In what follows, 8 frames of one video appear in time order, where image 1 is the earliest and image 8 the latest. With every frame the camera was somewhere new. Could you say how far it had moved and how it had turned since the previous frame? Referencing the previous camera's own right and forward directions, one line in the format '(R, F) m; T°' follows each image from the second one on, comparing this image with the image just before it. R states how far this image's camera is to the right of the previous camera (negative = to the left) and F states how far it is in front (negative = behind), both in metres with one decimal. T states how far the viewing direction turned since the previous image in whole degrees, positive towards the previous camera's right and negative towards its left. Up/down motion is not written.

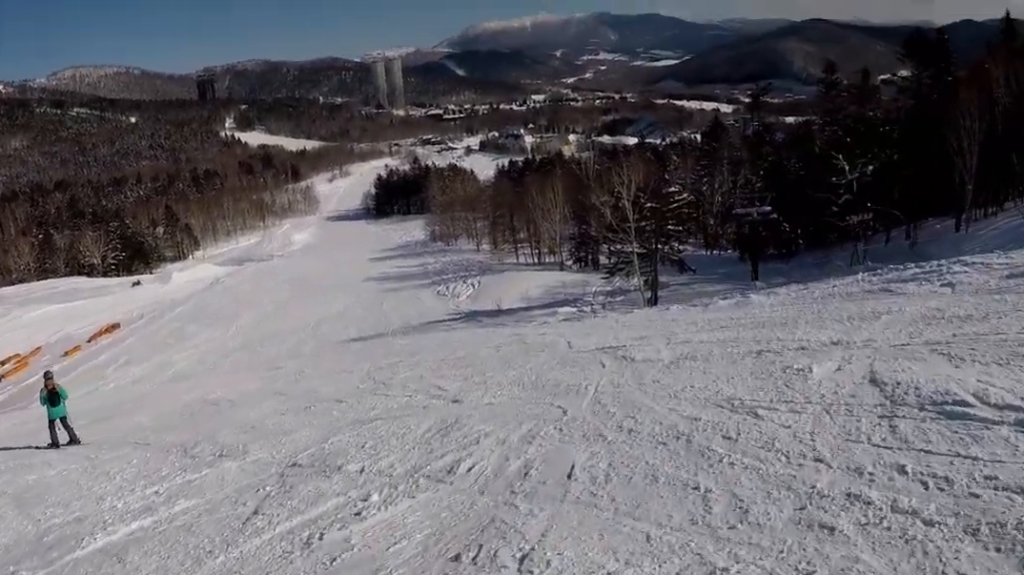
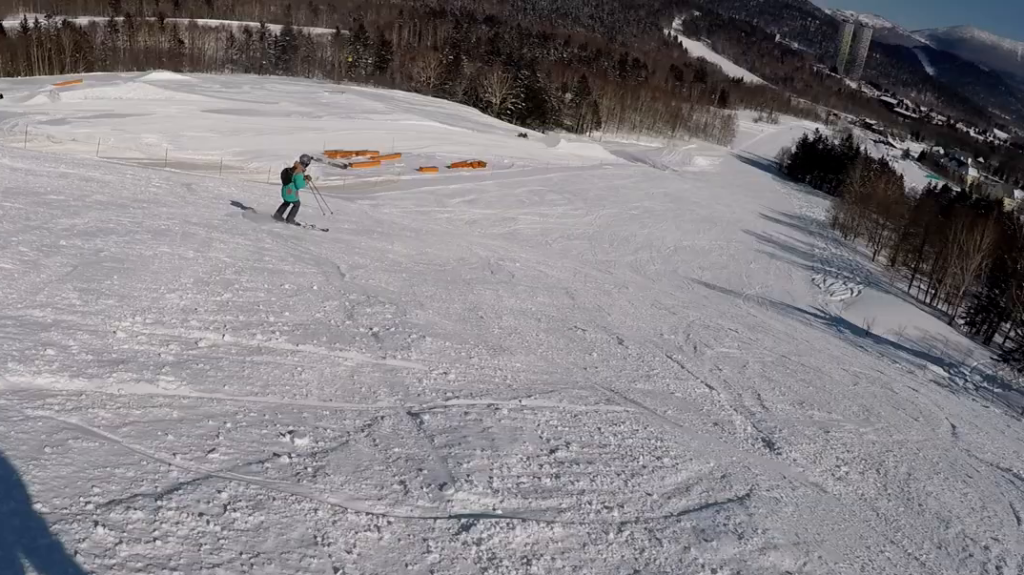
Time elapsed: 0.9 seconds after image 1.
(-1.2, +3.8) m; -7°
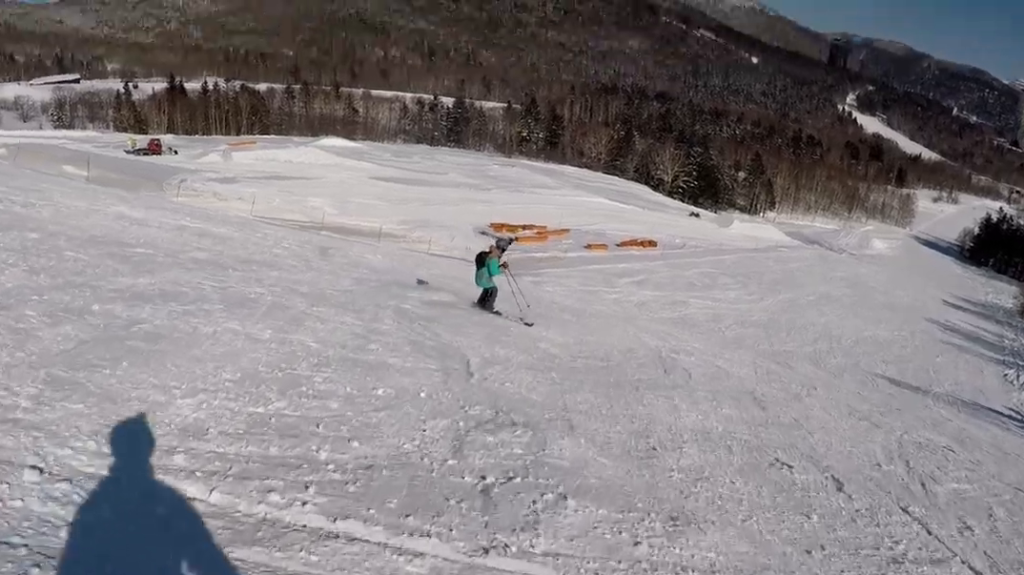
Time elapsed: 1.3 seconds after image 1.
(-0.1, +2.1) m; +3°
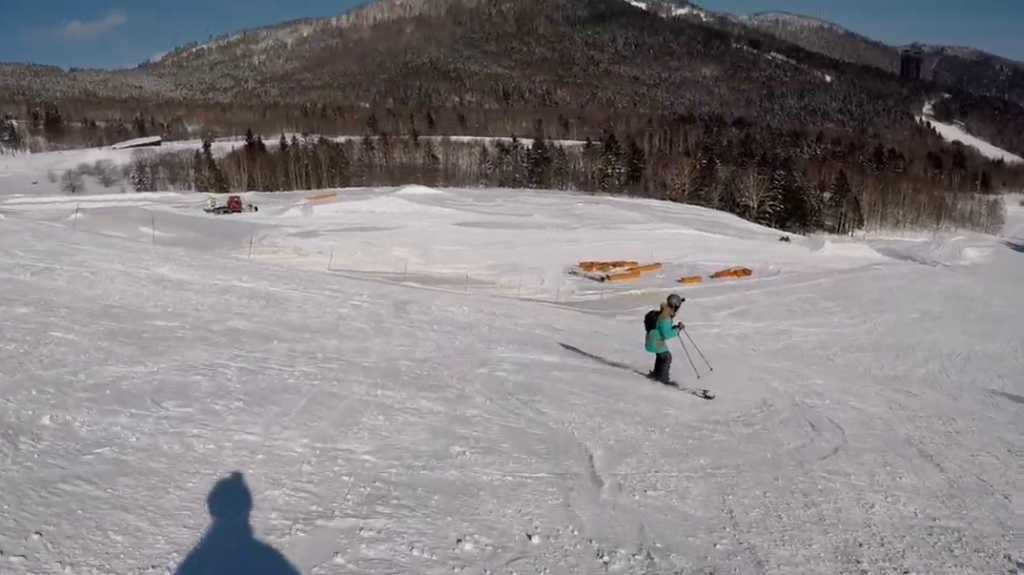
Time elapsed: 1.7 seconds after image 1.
(+0.4, +1.9) m; +7°
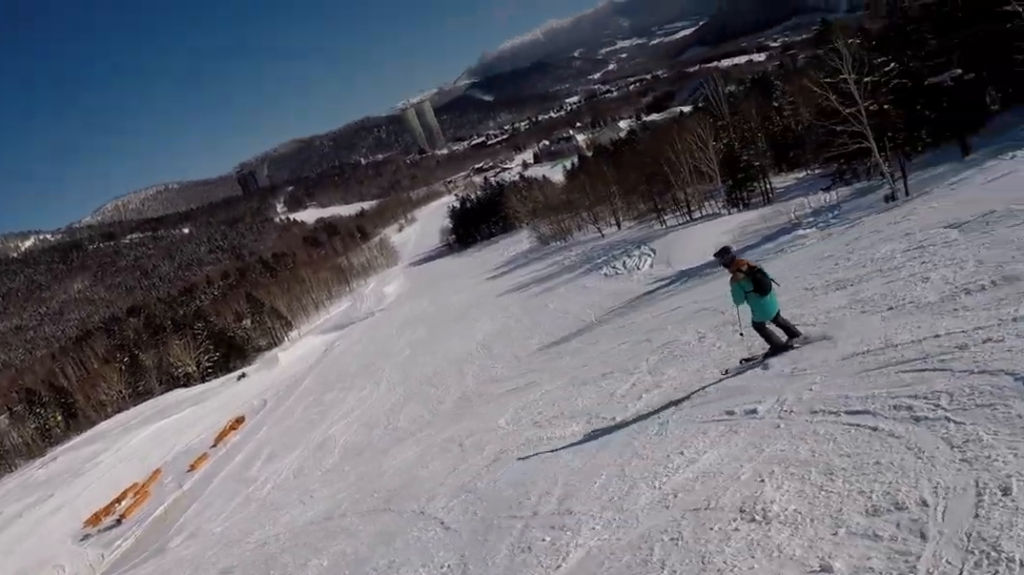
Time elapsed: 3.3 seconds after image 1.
(+1.6, +6.7) m; +38°
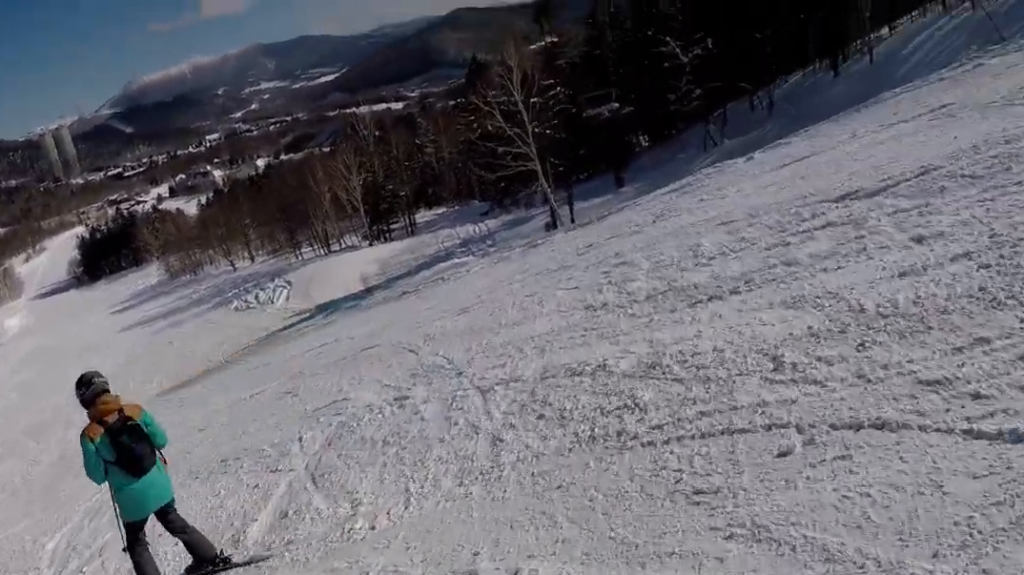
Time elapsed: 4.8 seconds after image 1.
(+2.2, +5.3) m; +7°
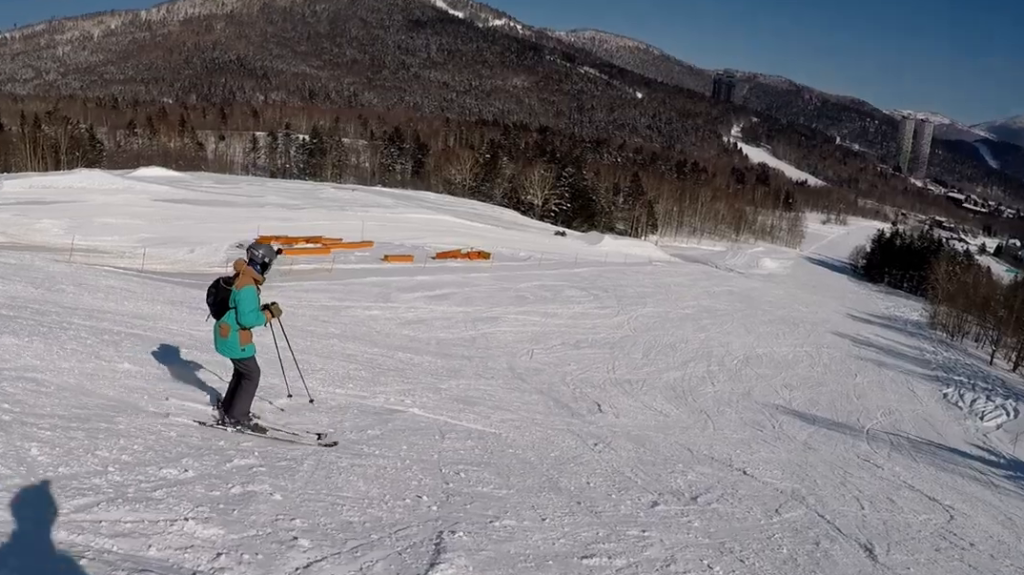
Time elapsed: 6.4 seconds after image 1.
(-2.9, +4.6) m; -65°
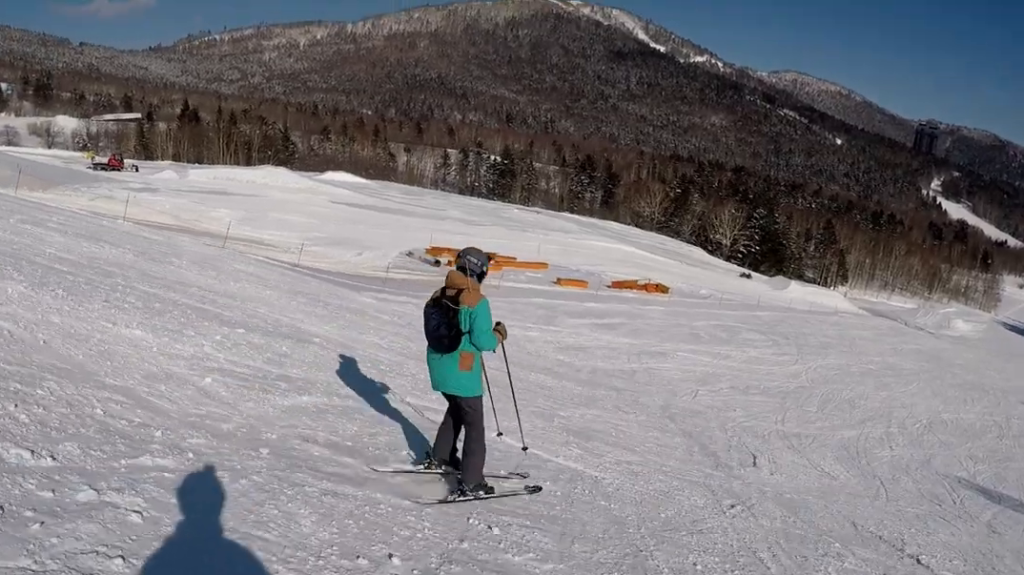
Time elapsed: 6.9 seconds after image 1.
(-0.4, +1.6) m; -13°
